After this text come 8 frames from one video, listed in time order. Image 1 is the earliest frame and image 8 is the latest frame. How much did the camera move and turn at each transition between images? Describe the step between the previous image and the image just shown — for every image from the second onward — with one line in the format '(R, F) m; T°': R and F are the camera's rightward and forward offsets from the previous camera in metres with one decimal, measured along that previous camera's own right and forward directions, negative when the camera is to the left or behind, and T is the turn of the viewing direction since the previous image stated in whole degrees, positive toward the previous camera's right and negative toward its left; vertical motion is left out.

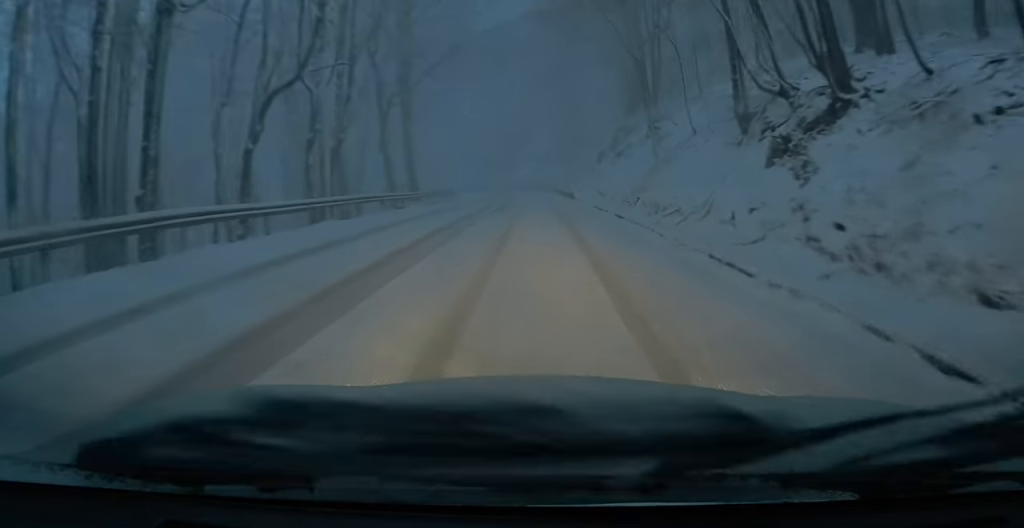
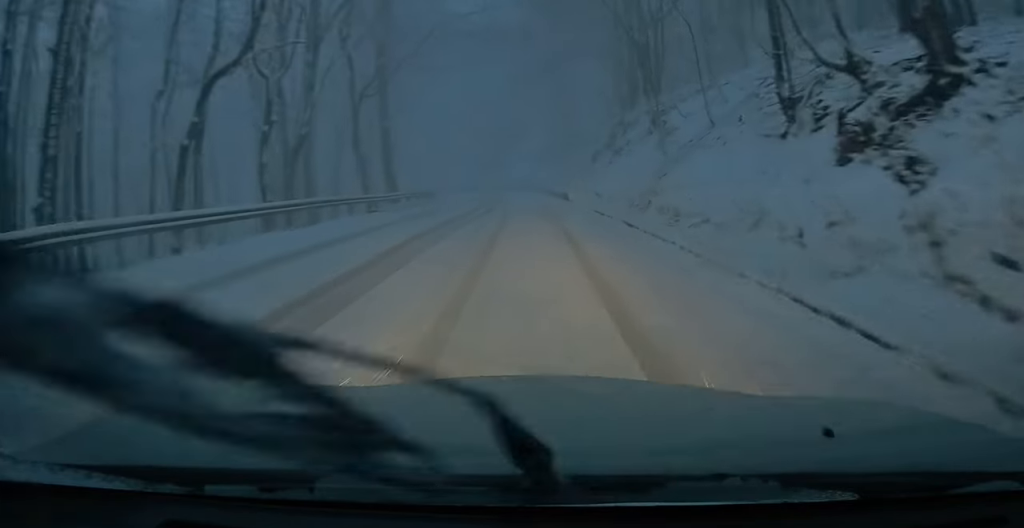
(-0.1, +2.5) m; -1°
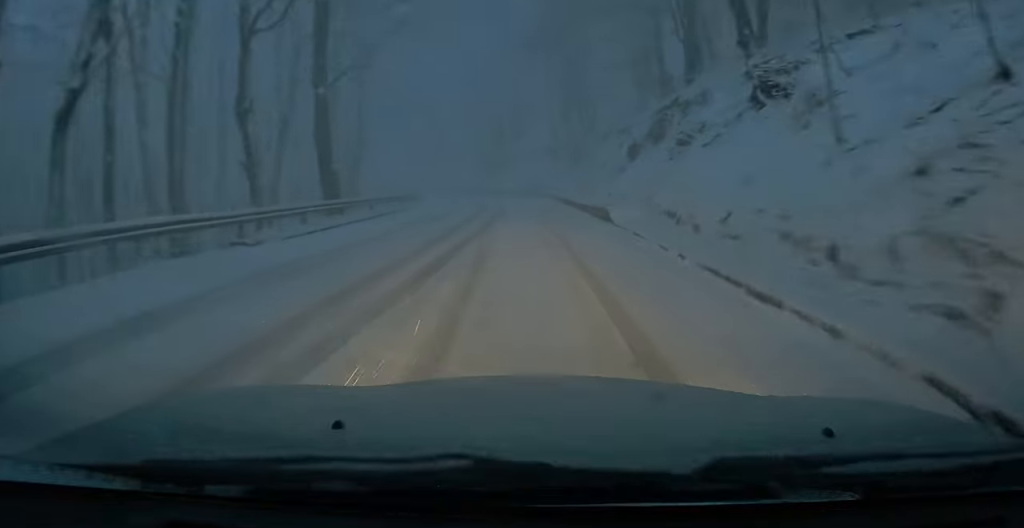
(-0.4, +9.7) m; -6°
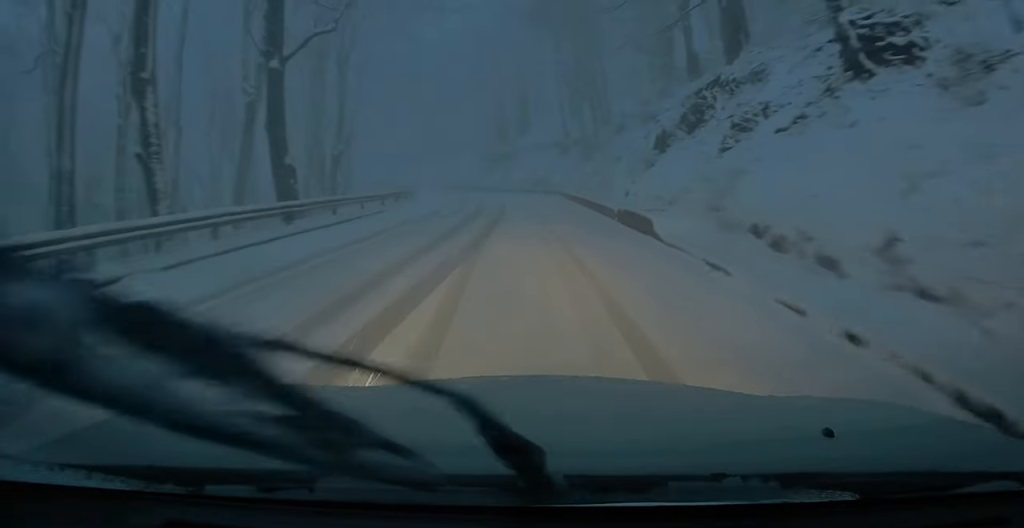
(-0.2, +3.8) m; -2°
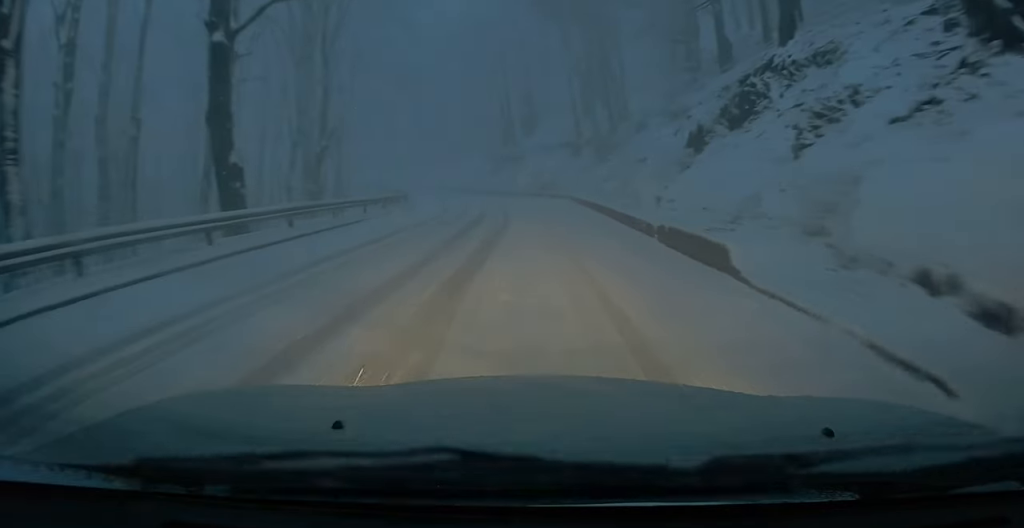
(+0.1, +3.0) m; +1°
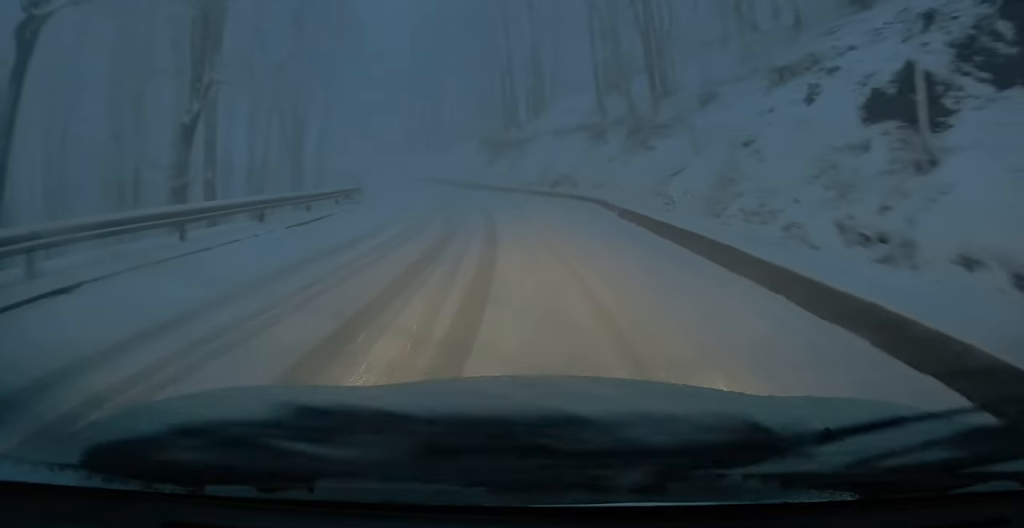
(+0.1, +8.7) m; +3°
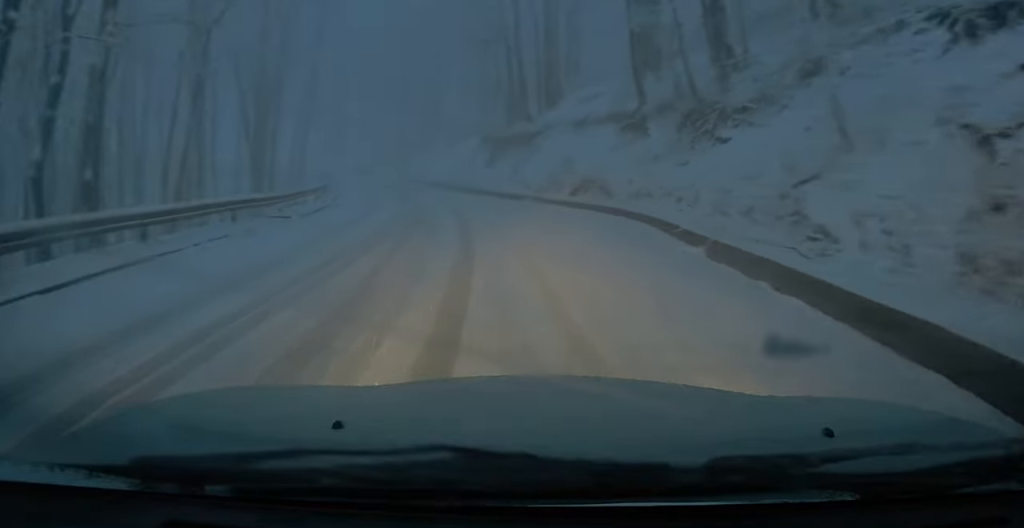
(+0.4, +6.1) m; 0°
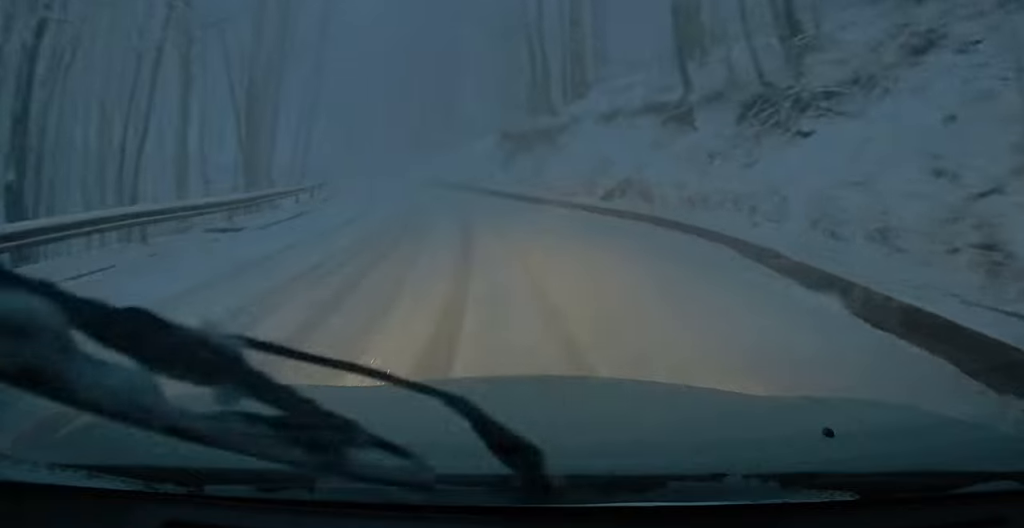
(-0.1, +3.1) m; -1°
